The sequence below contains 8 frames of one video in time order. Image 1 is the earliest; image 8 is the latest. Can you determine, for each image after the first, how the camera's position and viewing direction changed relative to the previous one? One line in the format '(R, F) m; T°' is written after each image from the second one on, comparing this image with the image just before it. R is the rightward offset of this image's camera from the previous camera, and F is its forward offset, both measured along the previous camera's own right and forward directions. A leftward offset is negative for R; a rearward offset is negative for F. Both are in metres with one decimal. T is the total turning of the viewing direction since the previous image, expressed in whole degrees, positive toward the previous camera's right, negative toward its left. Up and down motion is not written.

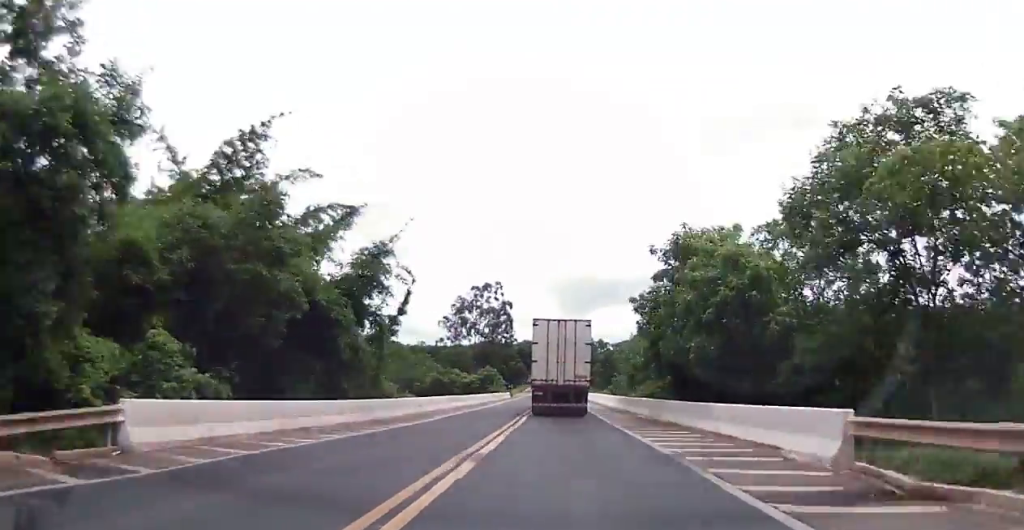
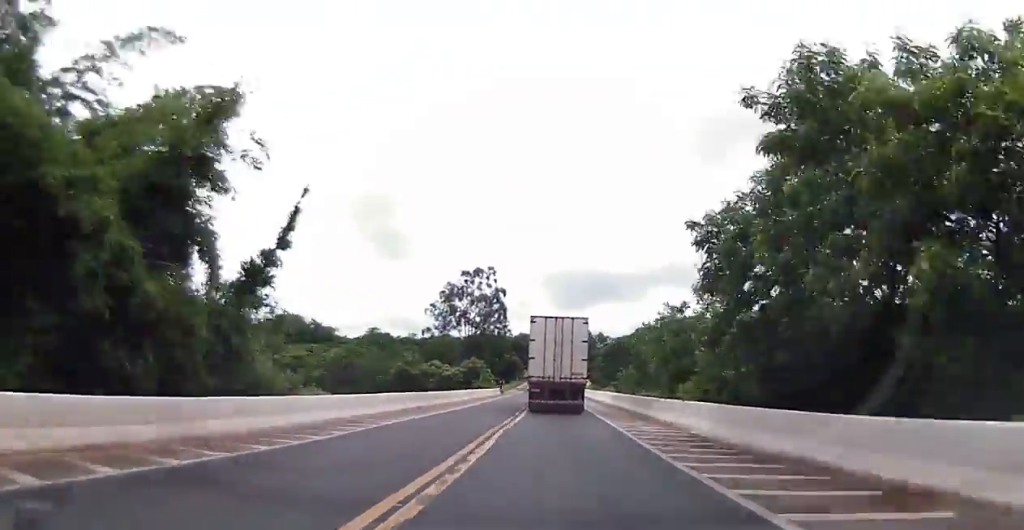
(0.0, +14.0) m; 0°
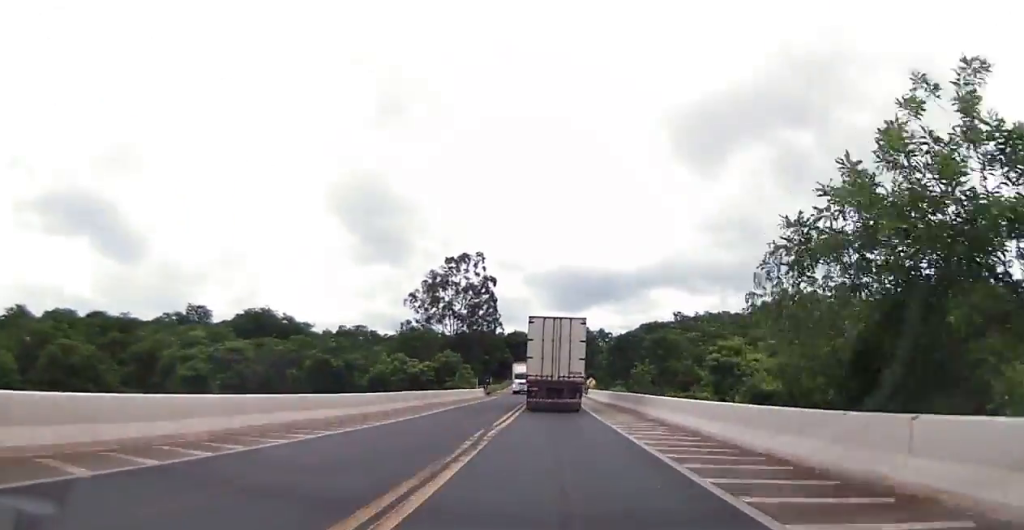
(0.0, +18.6) m; -1°
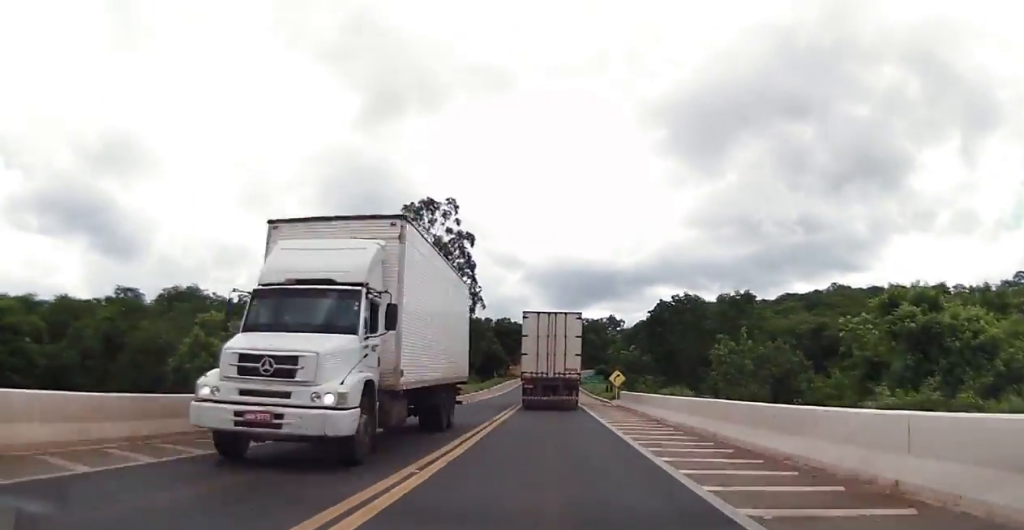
(+0.2, +36.5) m; +2°
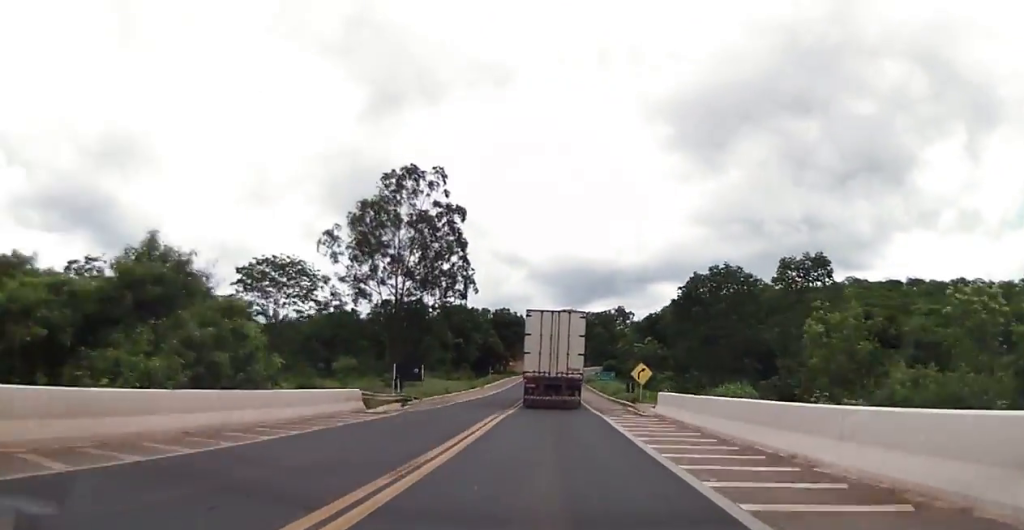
(0.0, +13.4) m; 0°
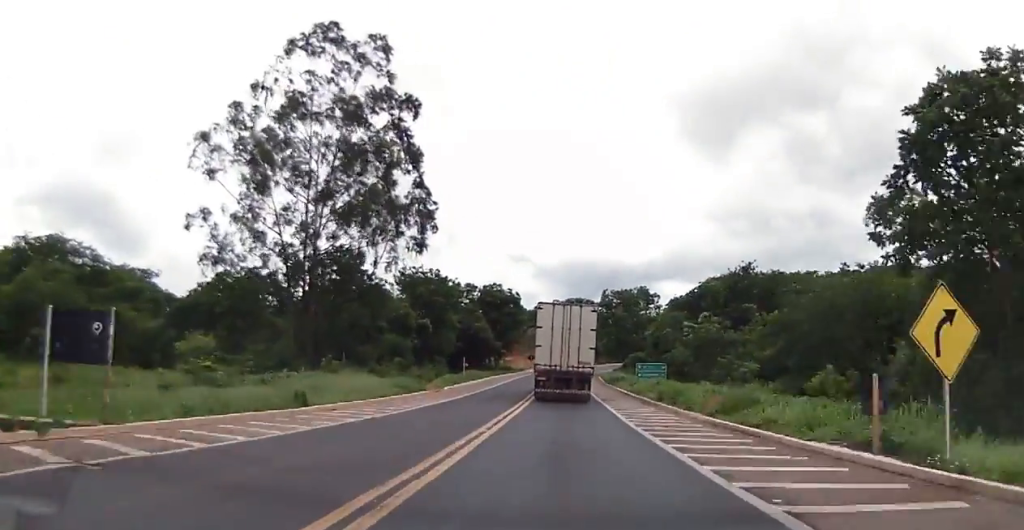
(-0.3, +33.4) m; -1°
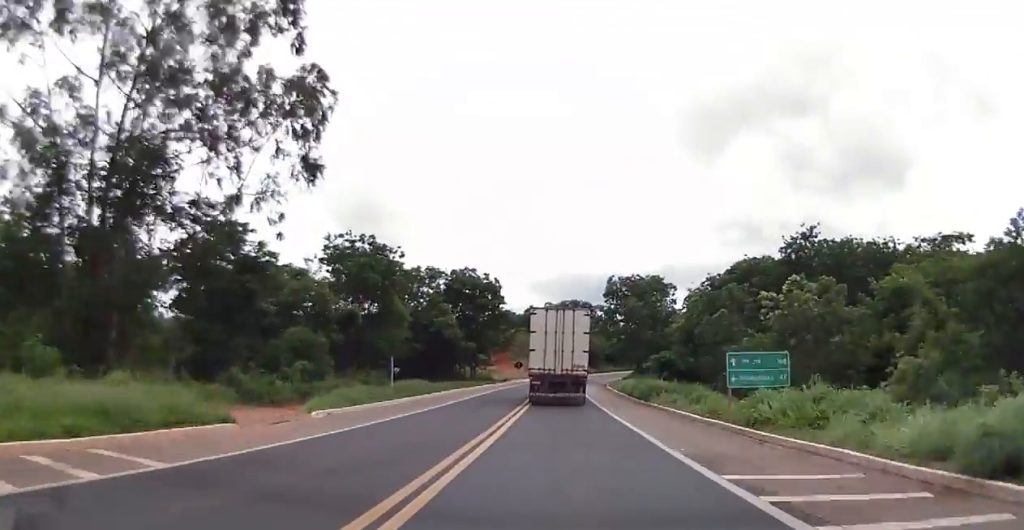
(-0.3, +25.9) m; 0°
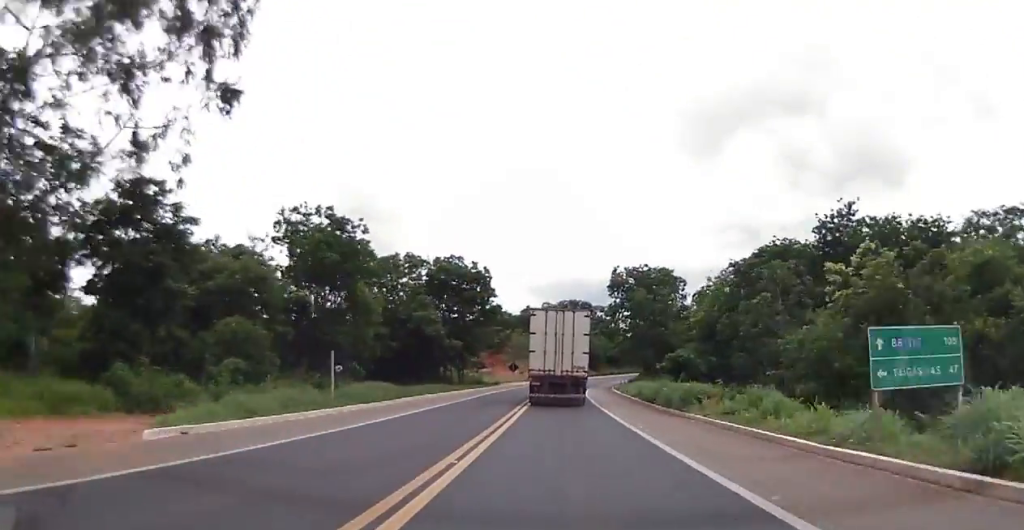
(0.0, +9.6) m; 0°
